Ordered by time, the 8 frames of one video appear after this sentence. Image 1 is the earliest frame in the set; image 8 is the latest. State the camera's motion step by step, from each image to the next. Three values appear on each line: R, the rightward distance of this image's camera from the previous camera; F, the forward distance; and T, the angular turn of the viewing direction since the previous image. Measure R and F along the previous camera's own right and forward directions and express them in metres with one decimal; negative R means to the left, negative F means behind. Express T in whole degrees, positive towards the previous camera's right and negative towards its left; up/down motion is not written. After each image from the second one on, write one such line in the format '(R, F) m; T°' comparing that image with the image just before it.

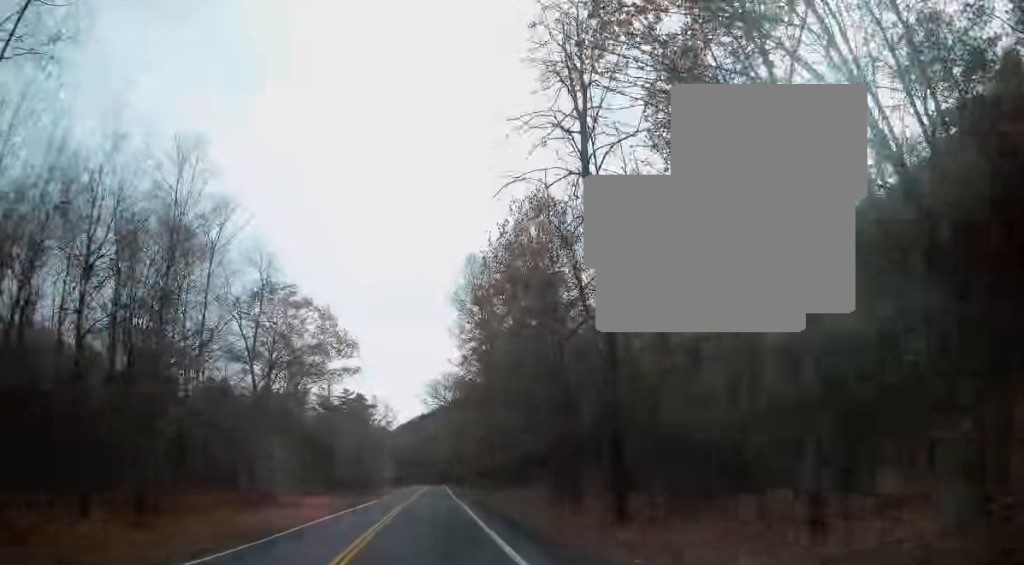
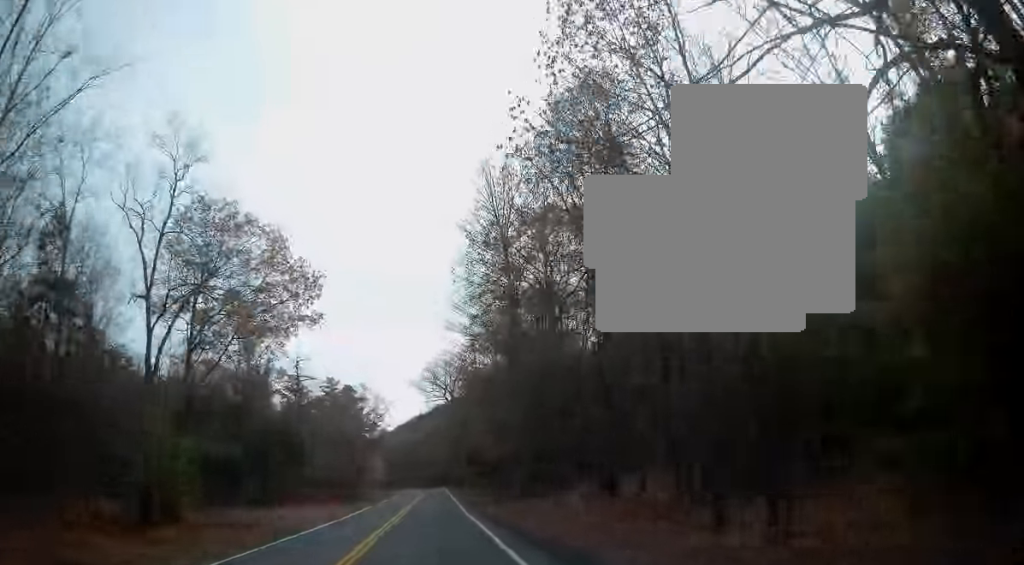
(-0.1, +17.4) m; 0°
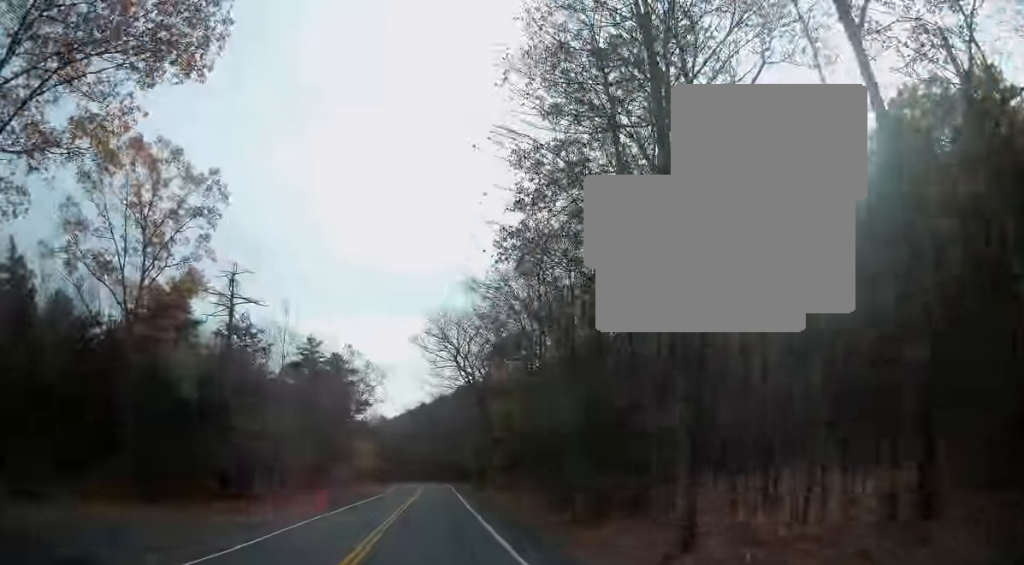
(0.0, +22.3) m; -1°
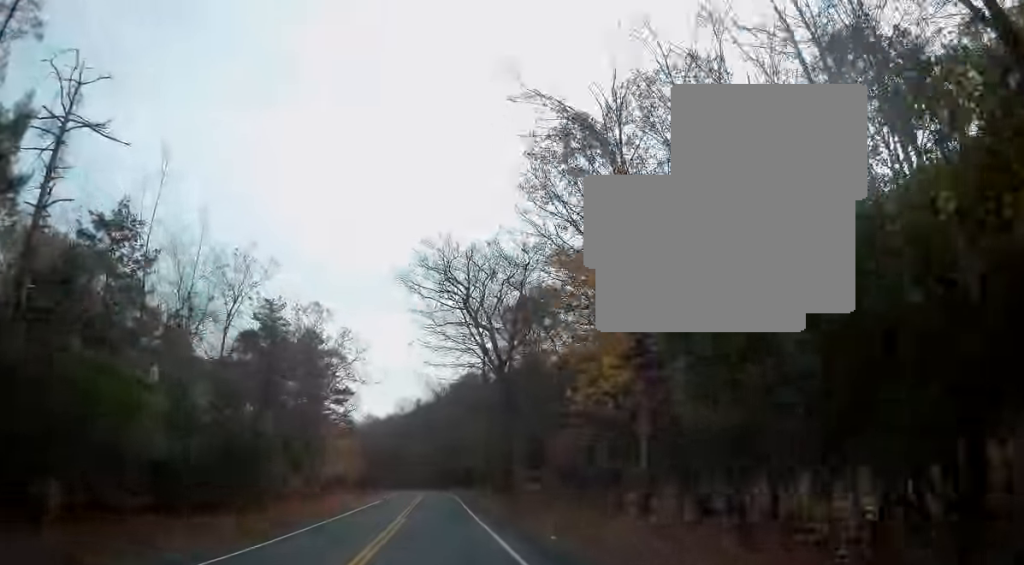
(-0.2, +20.8) m; 0°
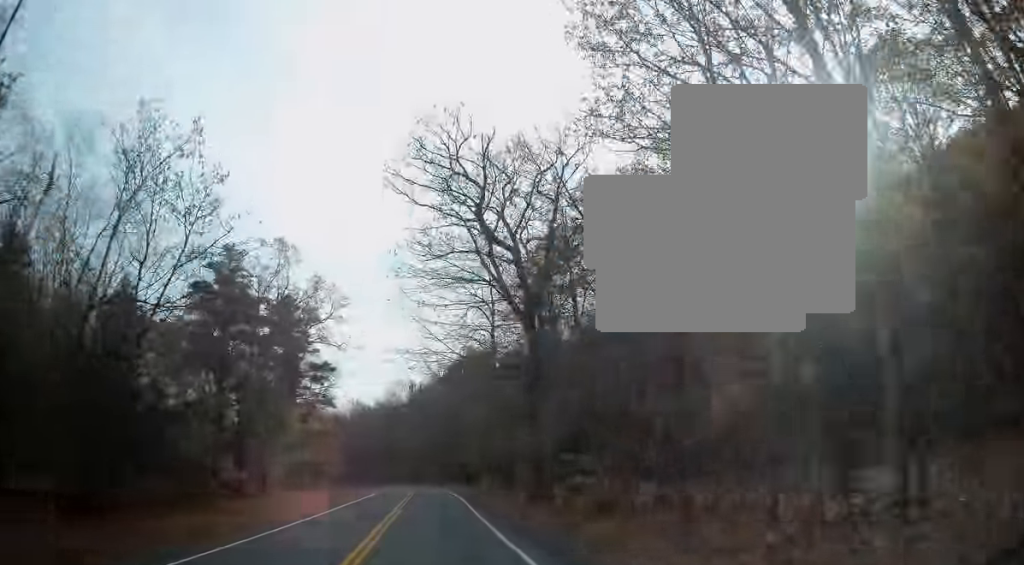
(+0.1, +13.2) m; +1°
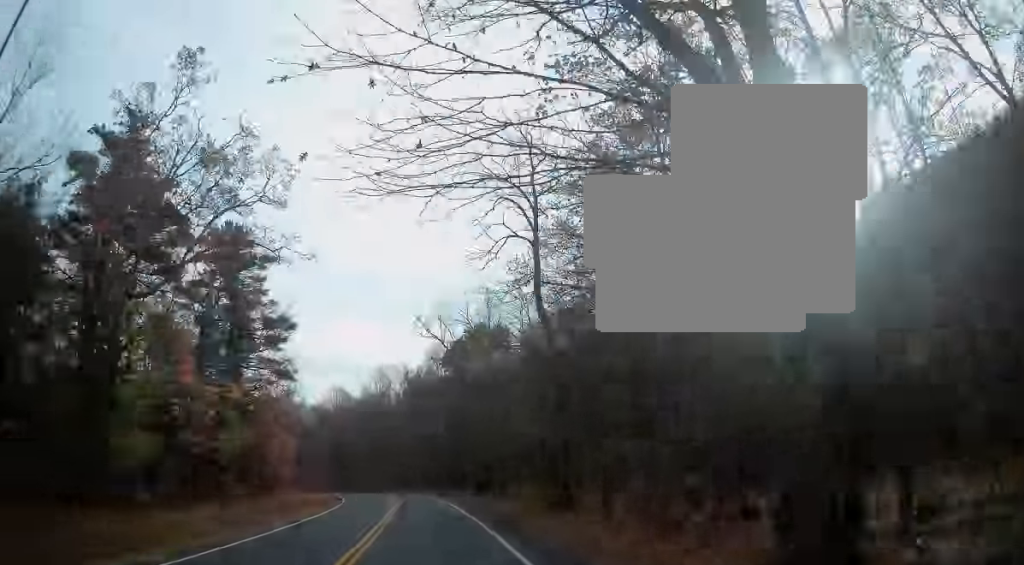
(+0.3, +20.8) m; 0°
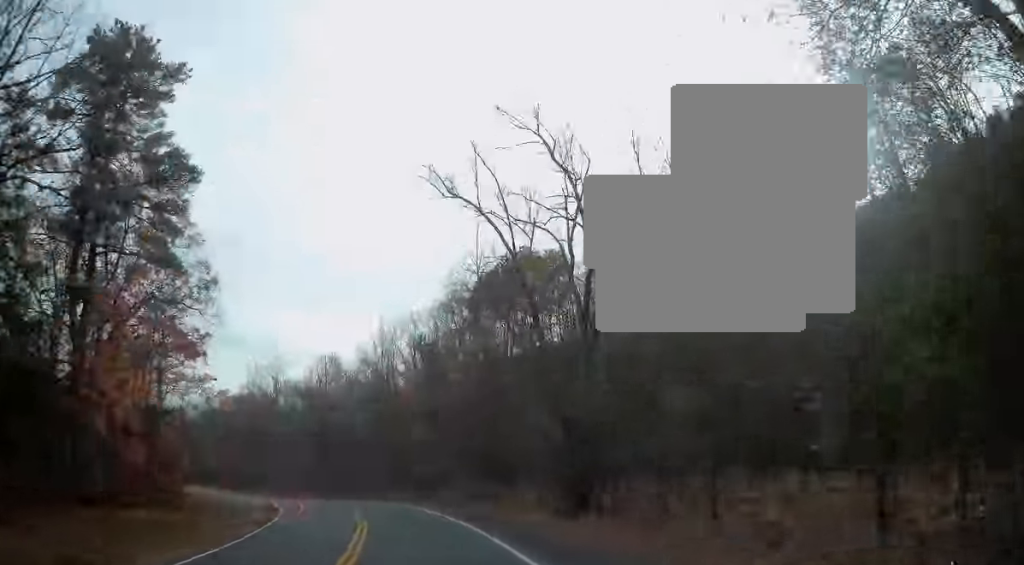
(-0.4, +26.9) m; -1°
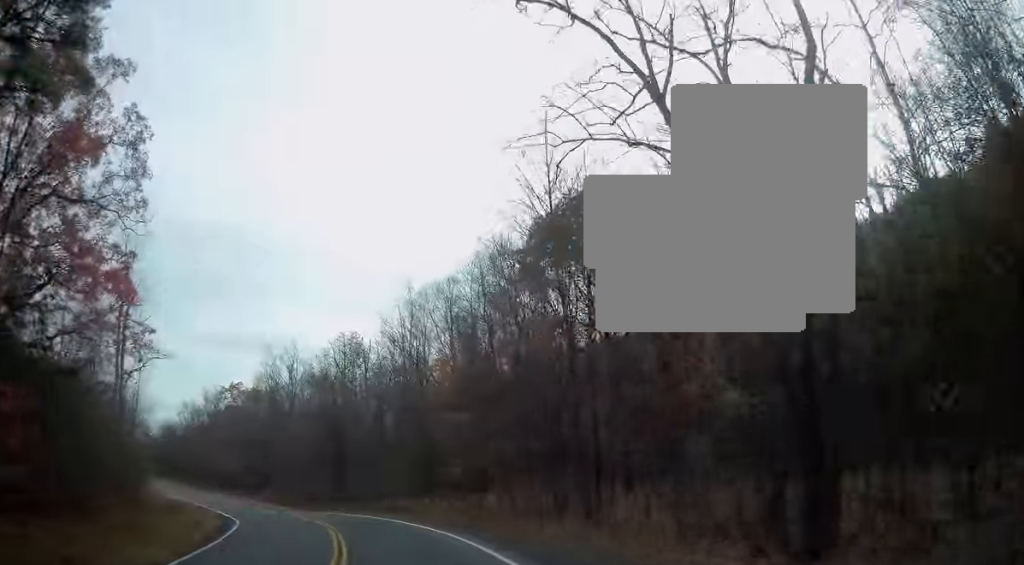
(+0.1, +14.3) m; -1°
